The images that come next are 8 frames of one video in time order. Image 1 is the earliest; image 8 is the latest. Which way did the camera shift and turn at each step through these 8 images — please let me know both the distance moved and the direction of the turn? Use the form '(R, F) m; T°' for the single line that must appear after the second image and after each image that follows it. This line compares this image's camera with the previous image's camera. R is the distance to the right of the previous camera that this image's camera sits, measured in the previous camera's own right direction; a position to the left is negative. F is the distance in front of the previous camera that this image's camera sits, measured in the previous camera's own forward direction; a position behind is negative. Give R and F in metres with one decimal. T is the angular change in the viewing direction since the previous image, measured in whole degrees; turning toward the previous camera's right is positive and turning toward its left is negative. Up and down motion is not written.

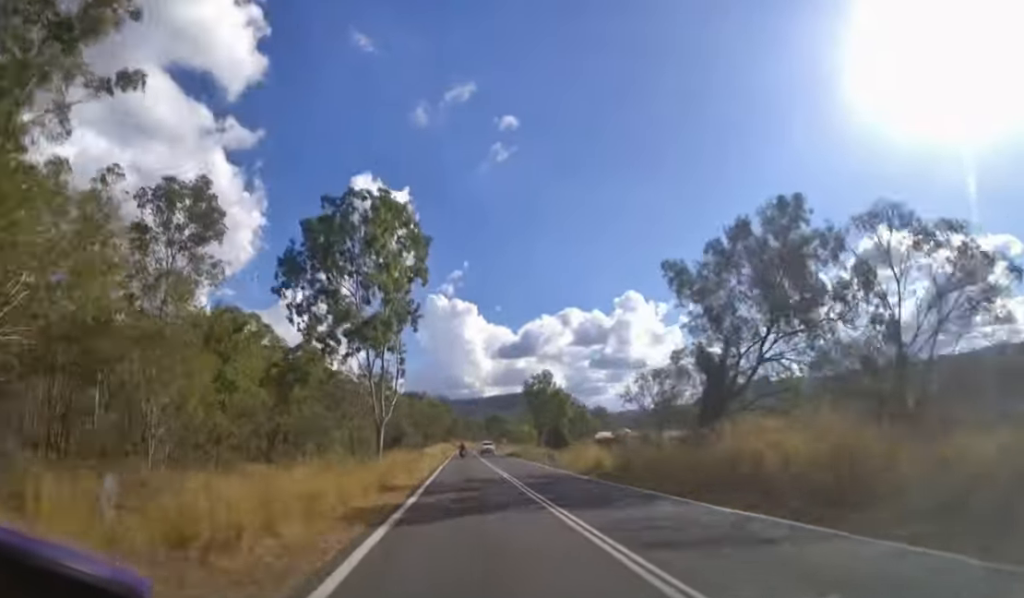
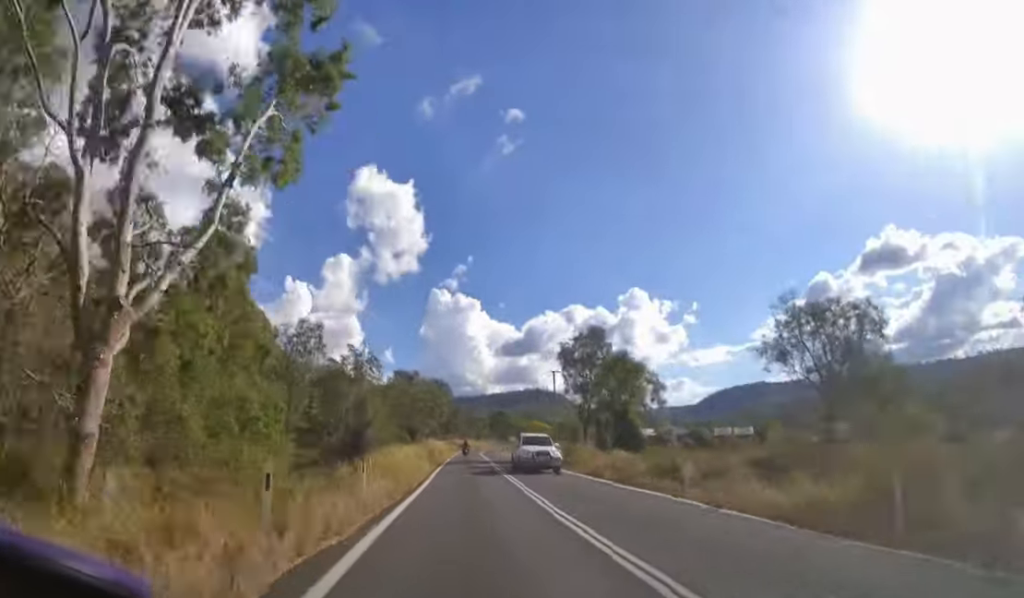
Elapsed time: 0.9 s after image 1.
(0.0, +23.0) m; 0°
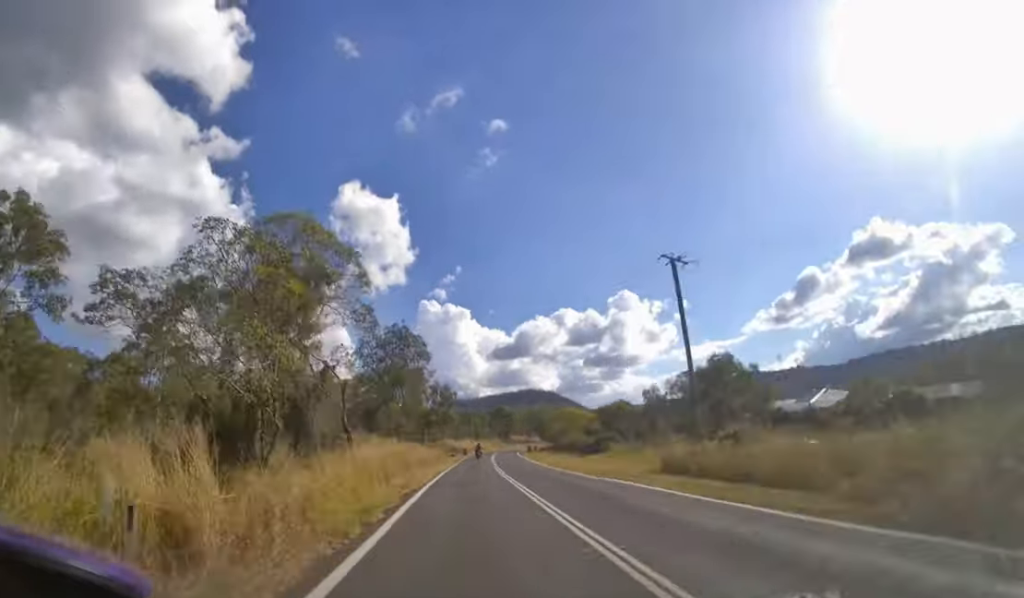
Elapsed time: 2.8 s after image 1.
(+0.2, +48.7) m; +1°
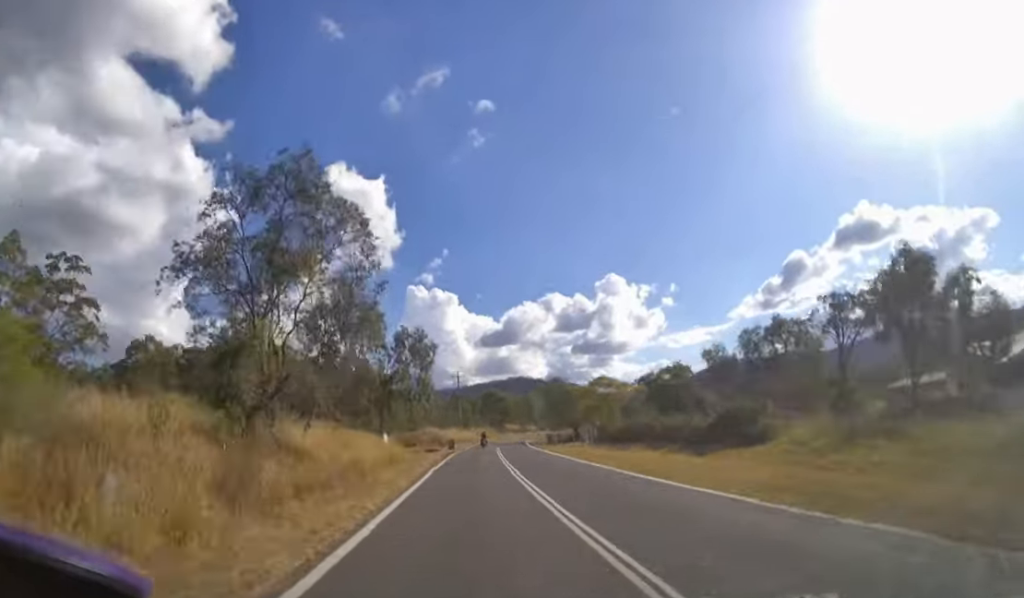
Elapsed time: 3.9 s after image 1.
(+0.2, +28.3) m; +1°
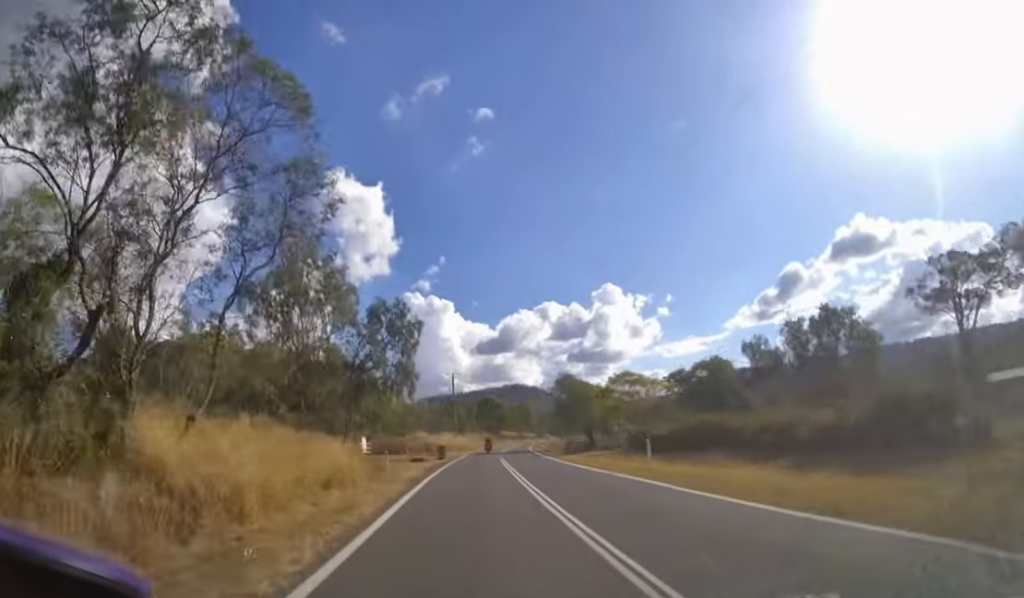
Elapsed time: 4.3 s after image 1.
(0.0, +11.0) m; 0°
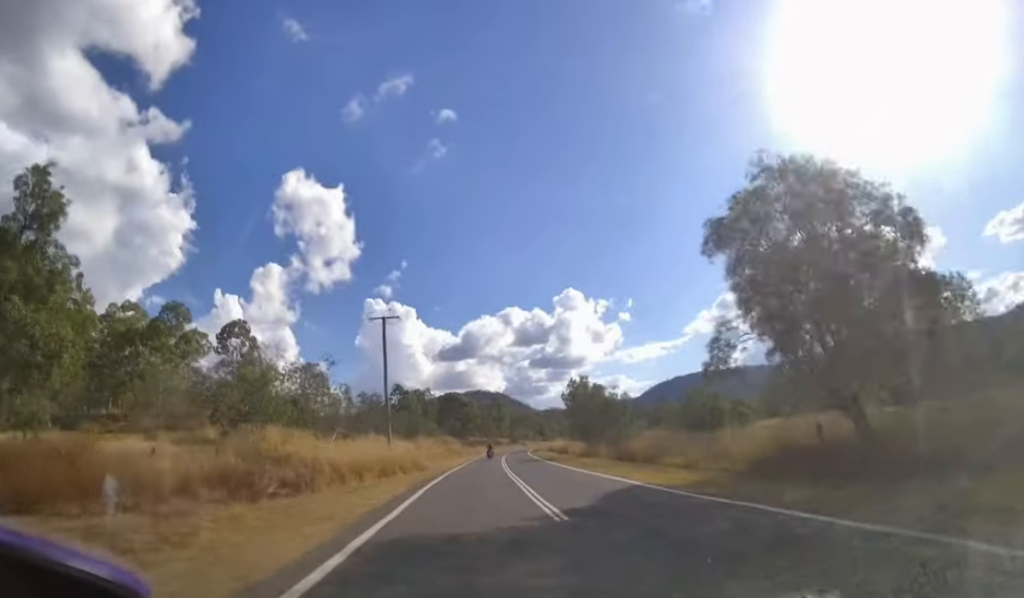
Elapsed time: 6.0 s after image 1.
(+0.9, +39.9) m; +3°
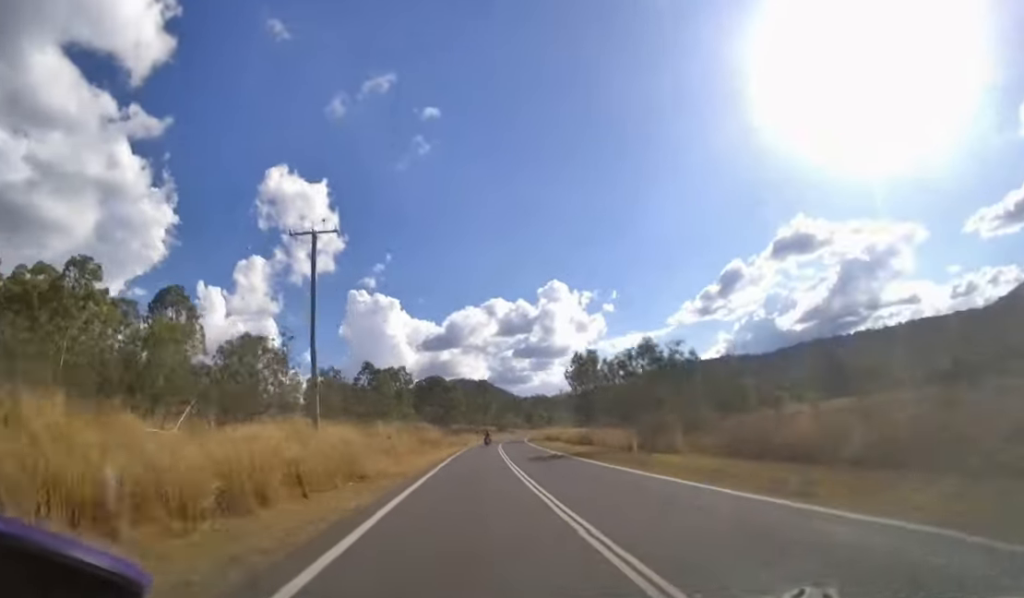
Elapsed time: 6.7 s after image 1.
(+0.3, +14.9) m; +2°
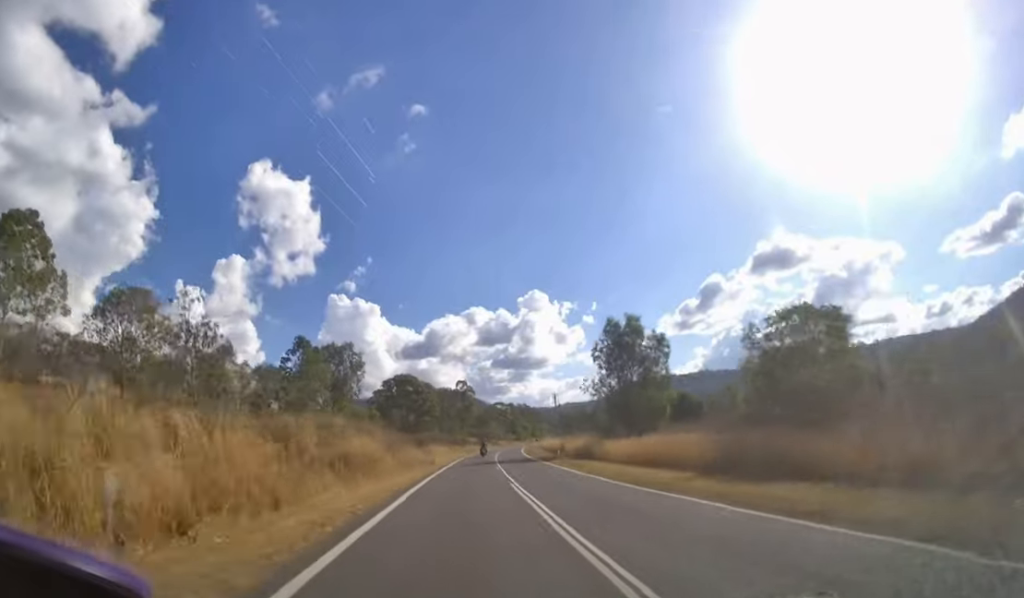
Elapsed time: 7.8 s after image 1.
(+0.5, +23.6) m; +2°
